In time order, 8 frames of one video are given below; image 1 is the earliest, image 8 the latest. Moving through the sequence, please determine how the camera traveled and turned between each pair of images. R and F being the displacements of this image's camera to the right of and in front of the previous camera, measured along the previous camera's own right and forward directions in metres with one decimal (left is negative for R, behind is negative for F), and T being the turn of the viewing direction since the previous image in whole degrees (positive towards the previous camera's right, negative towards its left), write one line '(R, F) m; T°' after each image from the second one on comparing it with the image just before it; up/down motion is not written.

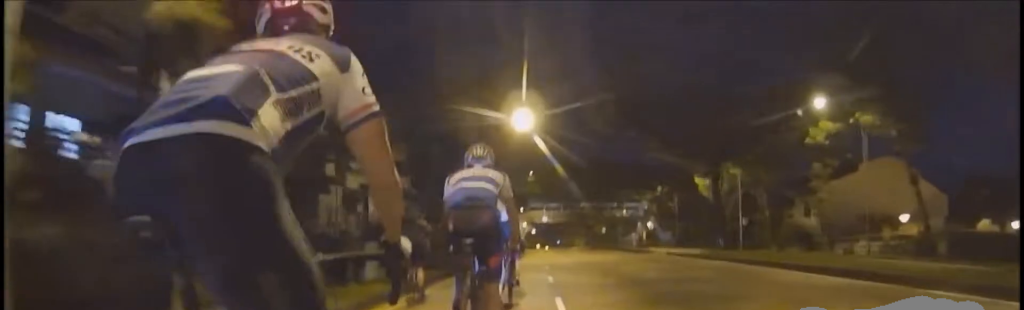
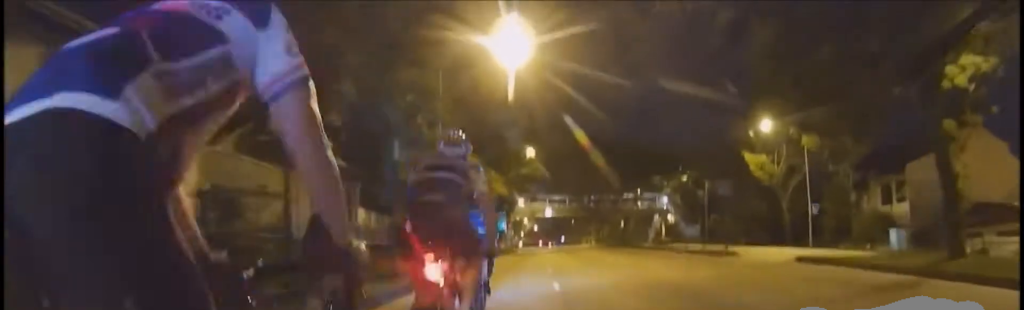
(-1.7, +15.1) m; -1°
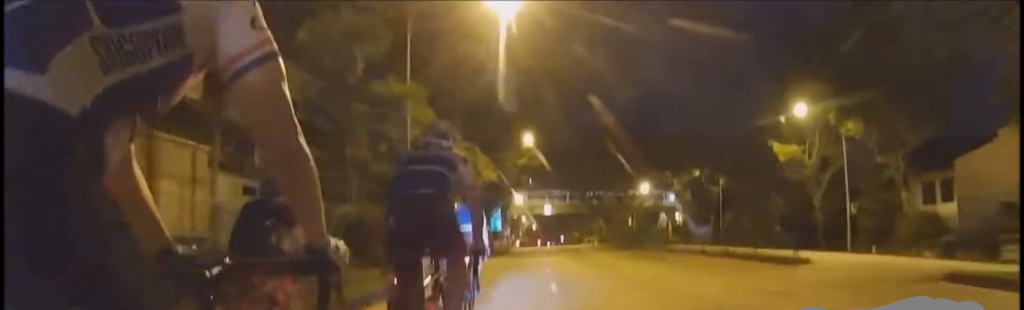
(+0.7, +6.4) m; +7°
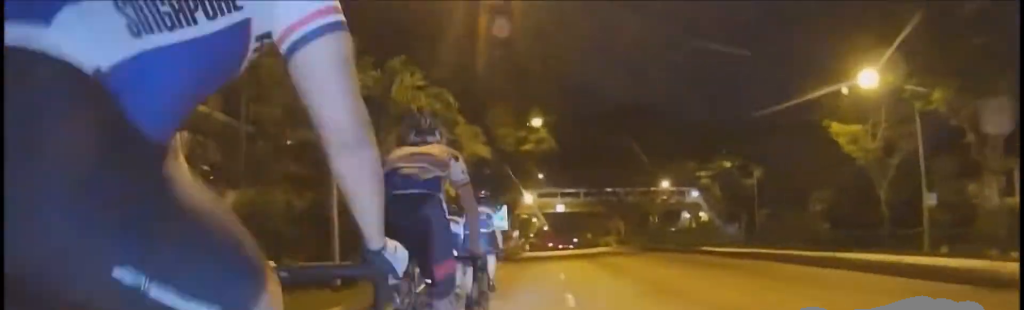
(0.0, +8.0) m; 0°
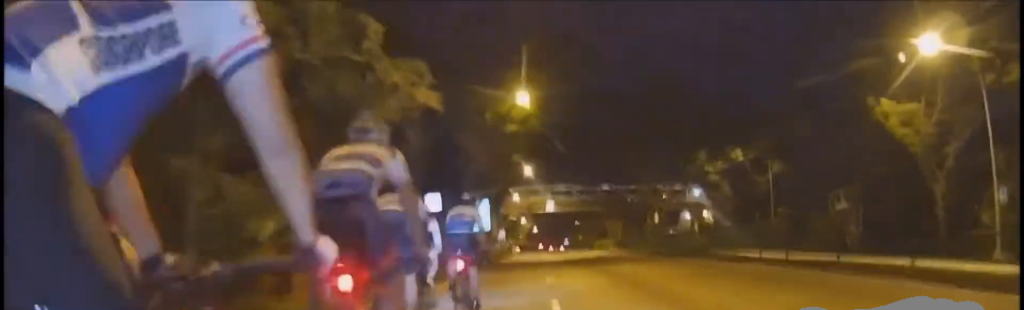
(0.0, +7.3) m; 0°
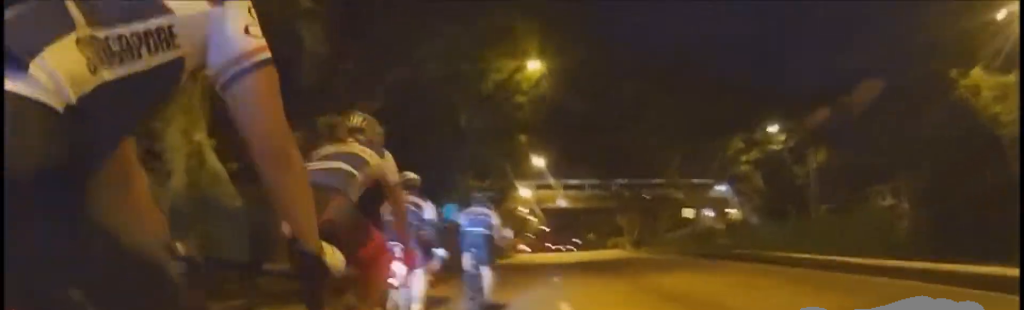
(0.0, +6.5) m; 0°
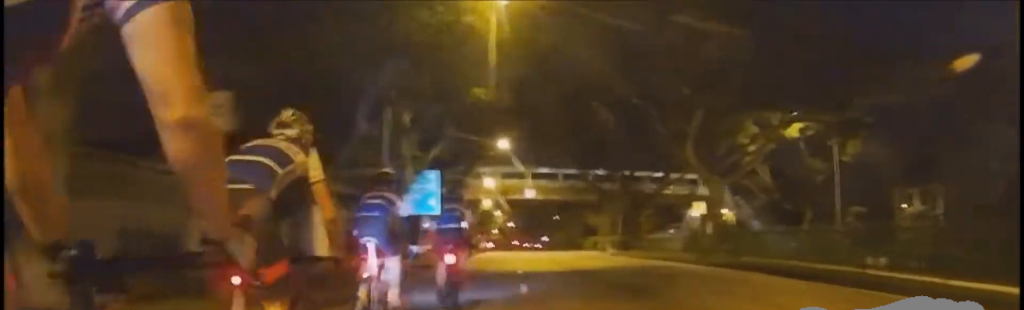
(0.0, +8.8) m; 0°
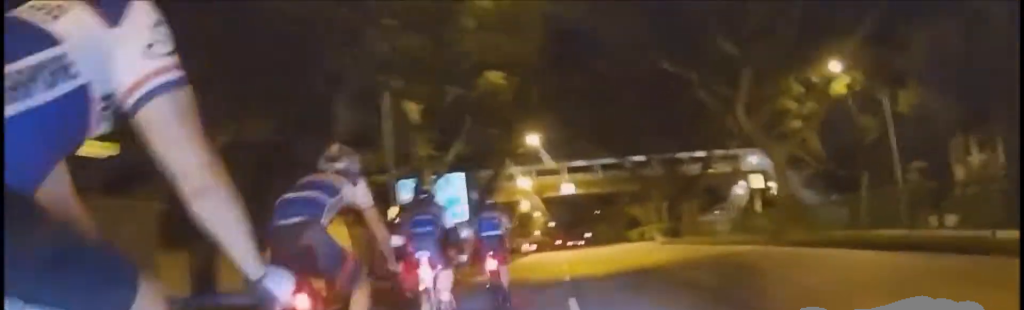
(0.0, +3.1) m; 0°
